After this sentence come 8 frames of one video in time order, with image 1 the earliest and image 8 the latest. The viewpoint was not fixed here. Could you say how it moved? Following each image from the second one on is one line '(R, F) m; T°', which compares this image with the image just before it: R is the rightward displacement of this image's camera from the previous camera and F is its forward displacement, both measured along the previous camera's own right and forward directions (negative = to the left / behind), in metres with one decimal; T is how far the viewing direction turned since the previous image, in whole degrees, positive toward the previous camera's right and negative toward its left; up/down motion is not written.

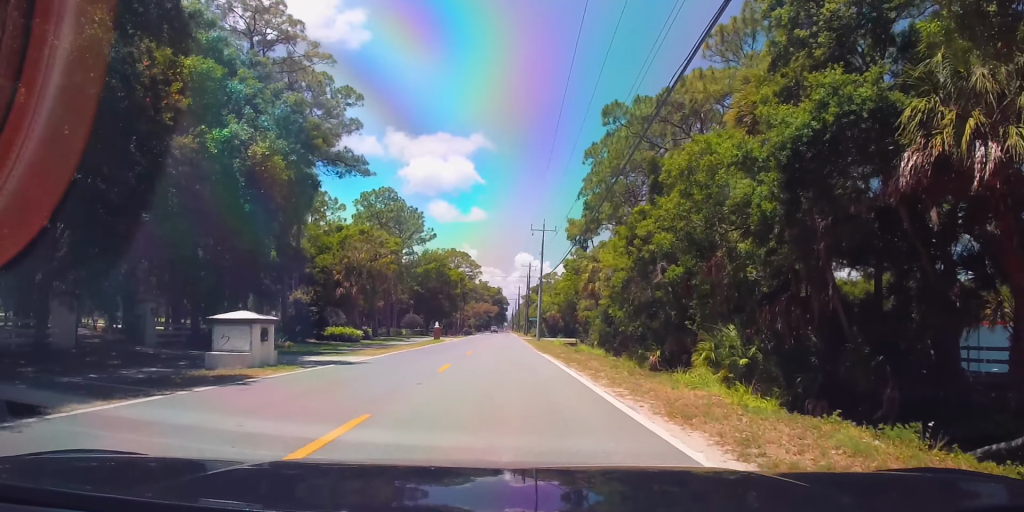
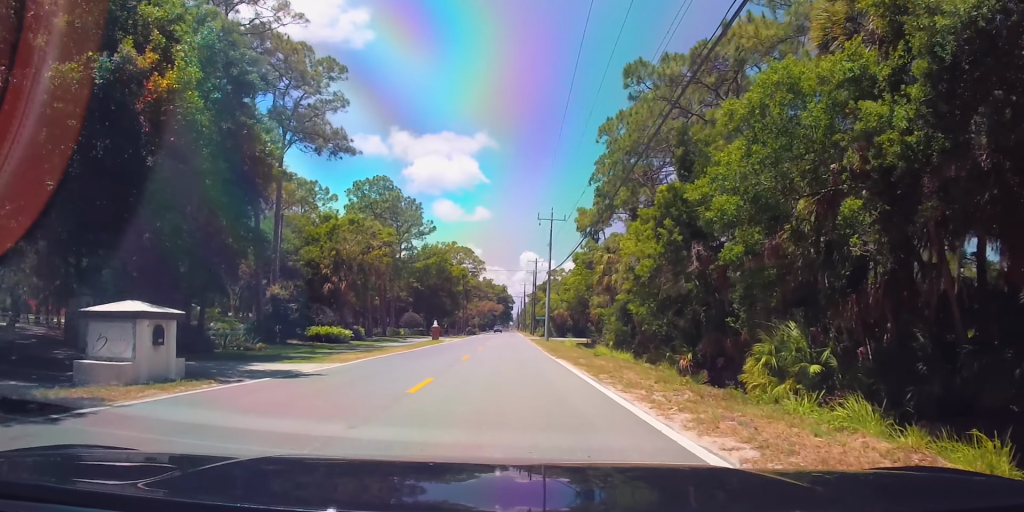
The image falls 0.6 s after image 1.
(-0.2, +6.2) m; -2°
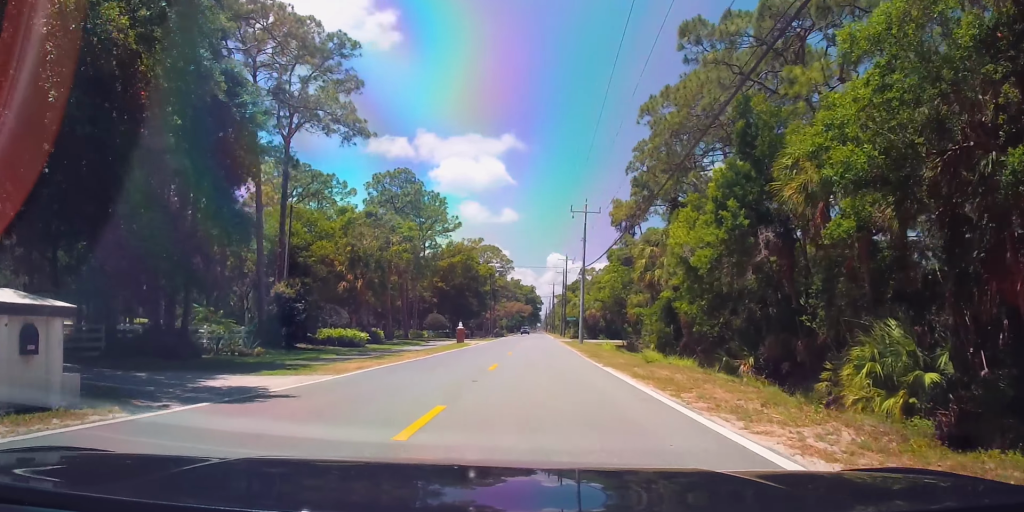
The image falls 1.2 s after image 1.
(-0.2, +5.2) m; -2°
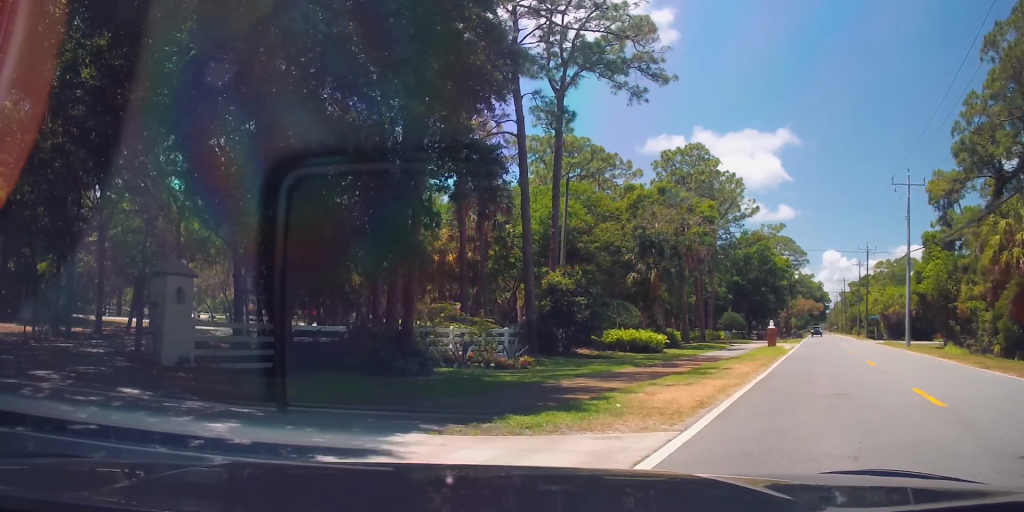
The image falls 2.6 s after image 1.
(-1.1, +10.0) m; -21°
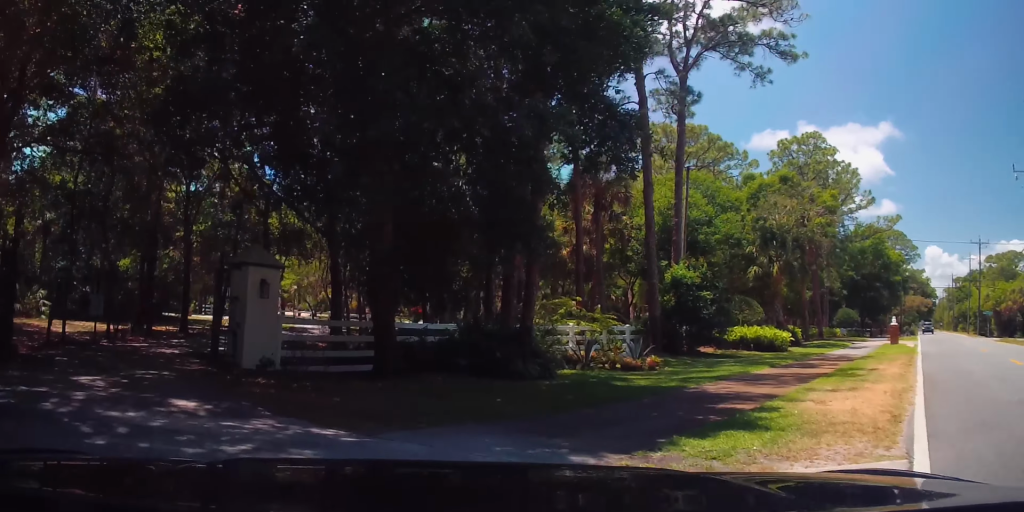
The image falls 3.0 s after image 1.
(-0.2, +2.7) m; -11°
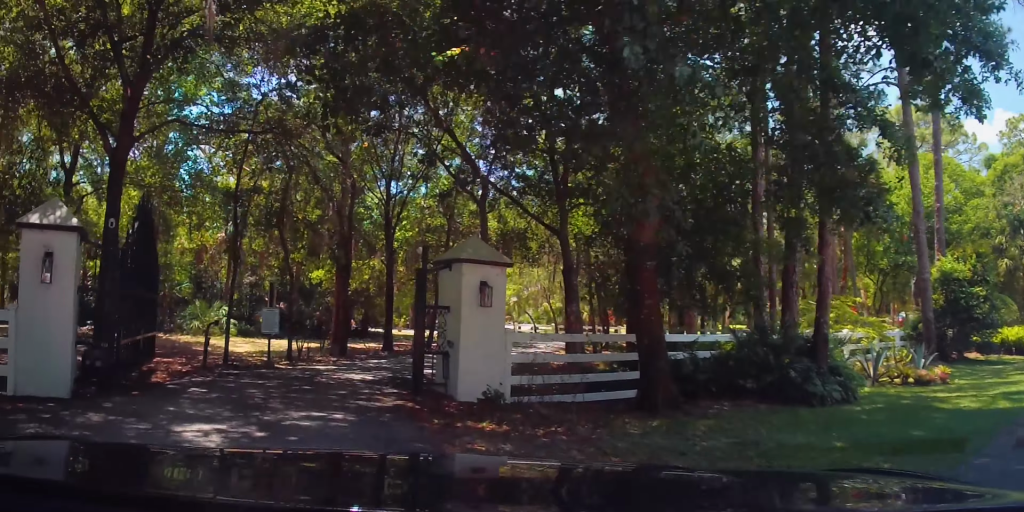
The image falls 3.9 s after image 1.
(-0.9, +4.3) m; -22°
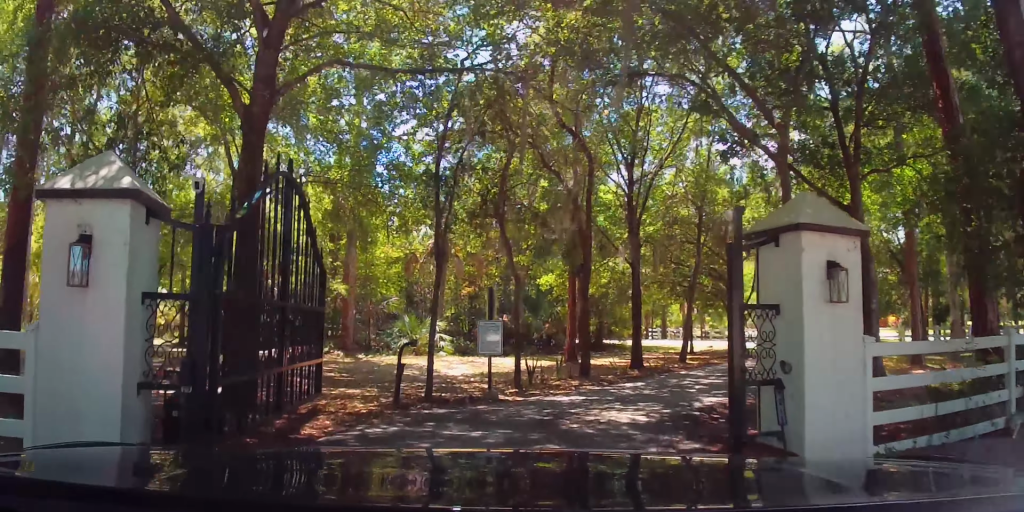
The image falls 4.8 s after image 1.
(-0.9, +4.1) m; -16°
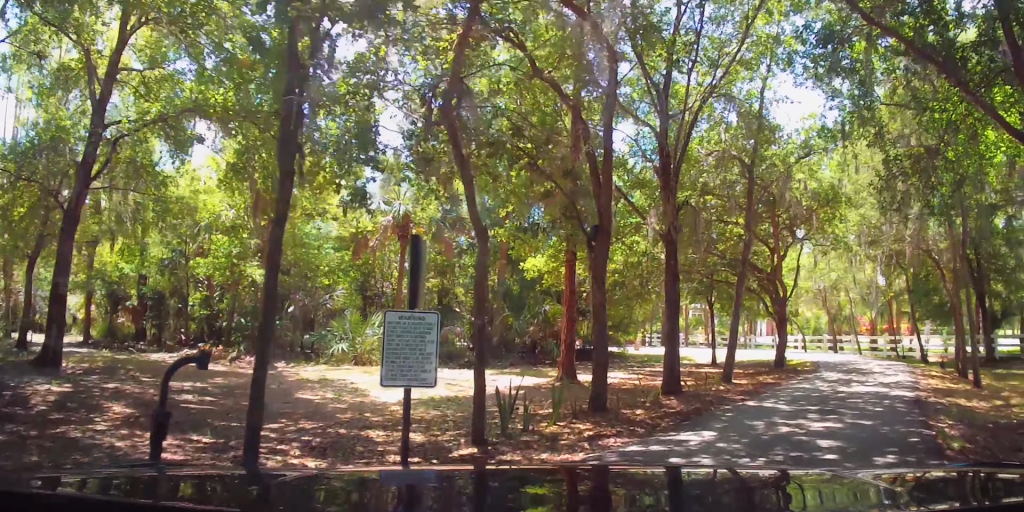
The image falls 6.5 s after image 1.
(-0.6, +6.8) m; -4°
